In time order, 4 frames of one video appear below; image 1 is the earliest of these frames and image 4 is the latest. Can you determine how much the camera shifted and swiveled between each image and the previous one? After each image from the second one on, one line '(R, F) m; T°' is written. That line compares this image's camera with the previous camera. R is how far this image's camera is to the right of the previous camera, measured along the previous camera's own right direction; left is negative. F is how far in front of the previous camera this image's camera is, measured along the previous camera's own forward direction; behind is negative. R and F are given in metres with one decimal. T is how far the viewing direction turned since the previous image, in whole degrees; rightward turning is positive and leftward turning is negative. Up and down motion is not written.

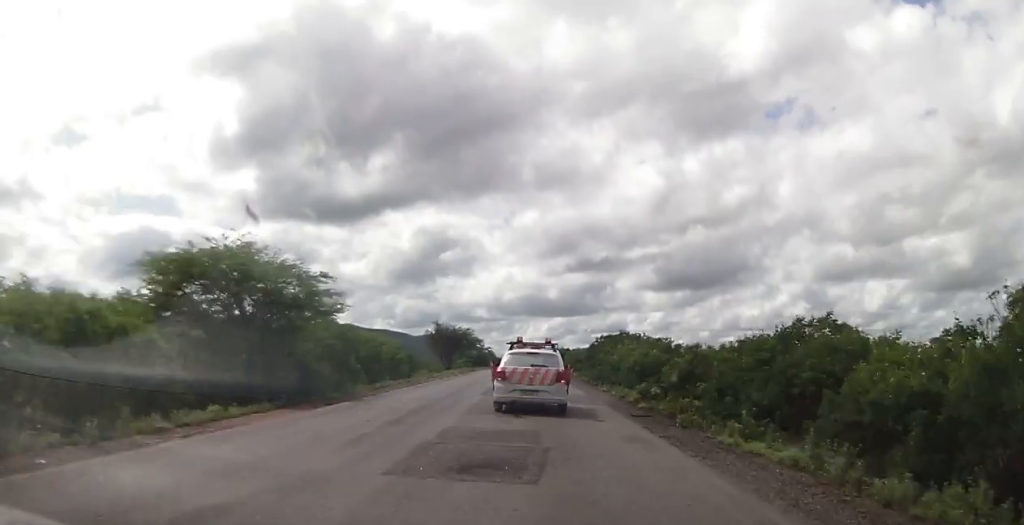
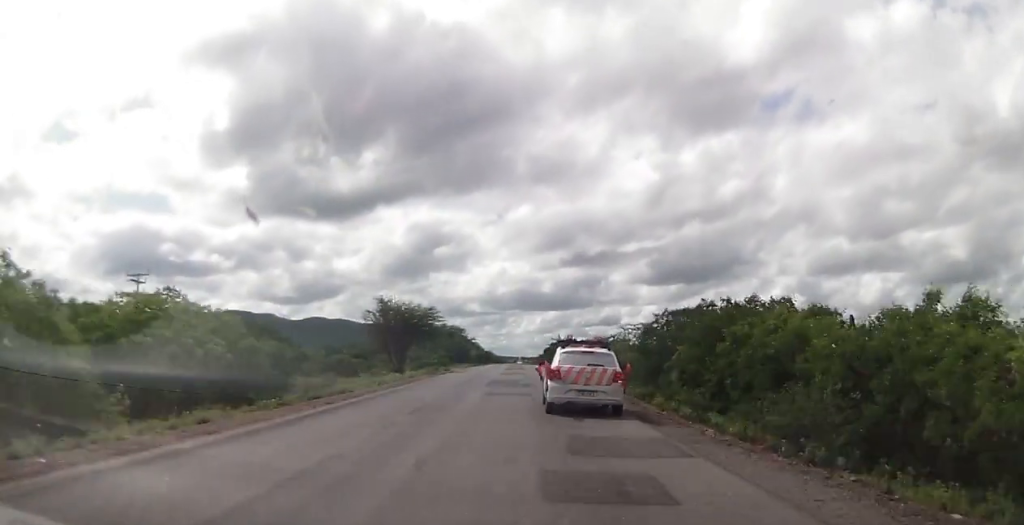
(-0.5, +28.5) m; -3°
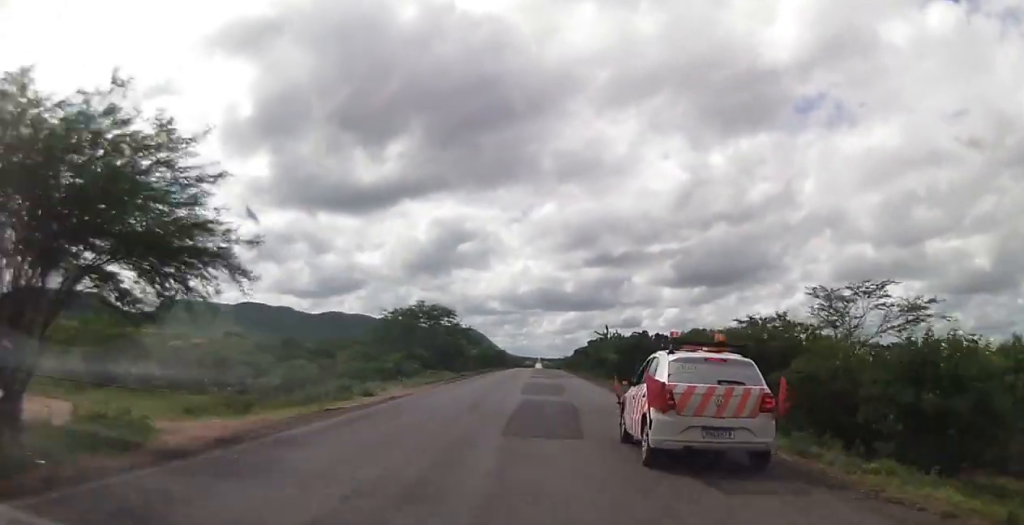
(+1.5, +40.2) m; +3°
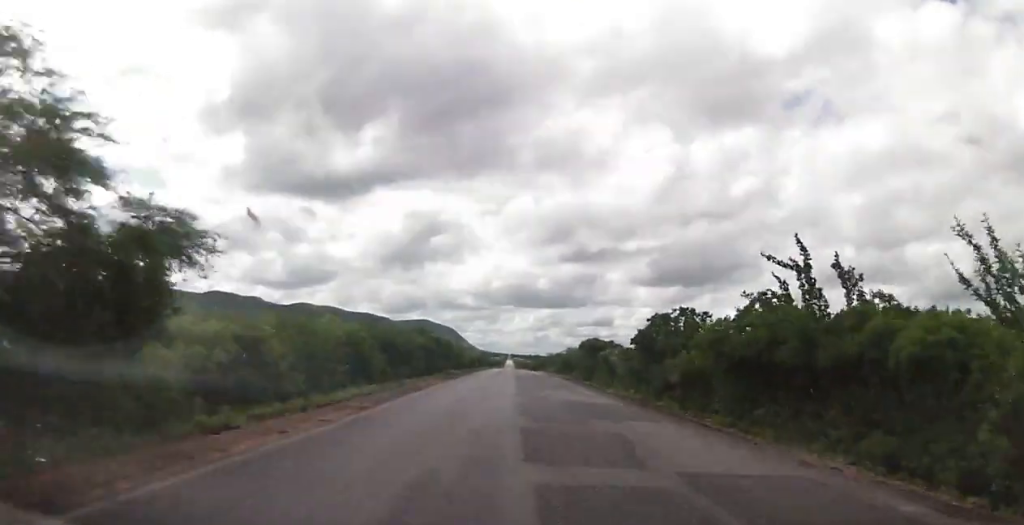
(-1.4, +54.2) m; -1°
